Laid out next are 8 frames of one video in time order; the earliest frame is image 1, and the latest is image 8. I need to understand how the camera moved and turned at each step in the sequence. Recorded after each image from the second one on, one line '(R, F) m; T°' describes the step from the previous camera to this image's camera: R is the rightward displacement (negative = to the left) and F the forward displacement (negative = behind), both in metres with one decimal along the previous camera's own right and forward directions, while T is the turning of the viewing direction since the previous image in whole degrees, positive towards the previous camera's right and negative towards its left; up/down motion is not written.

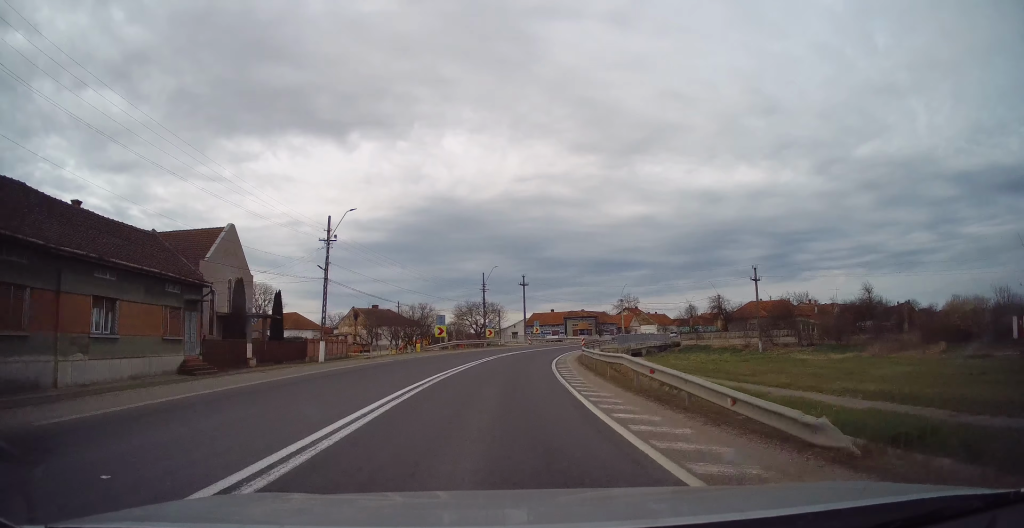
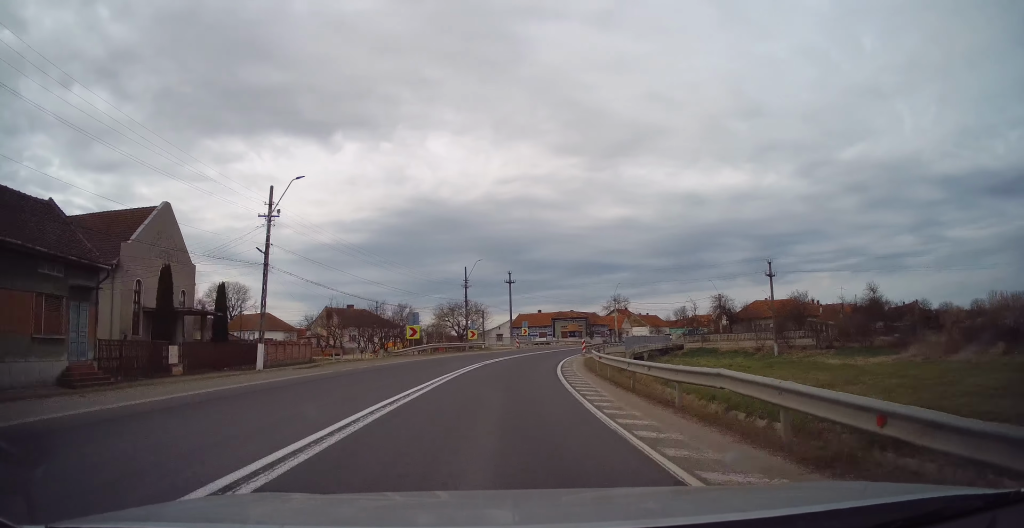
(0.0, +7.7) m; +1°
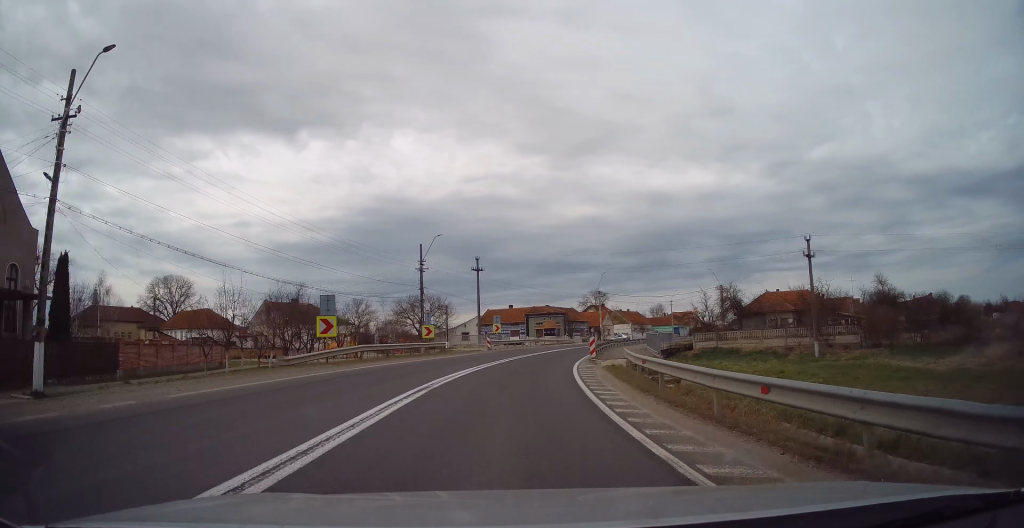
(+0.2, +13.8) m; +3°
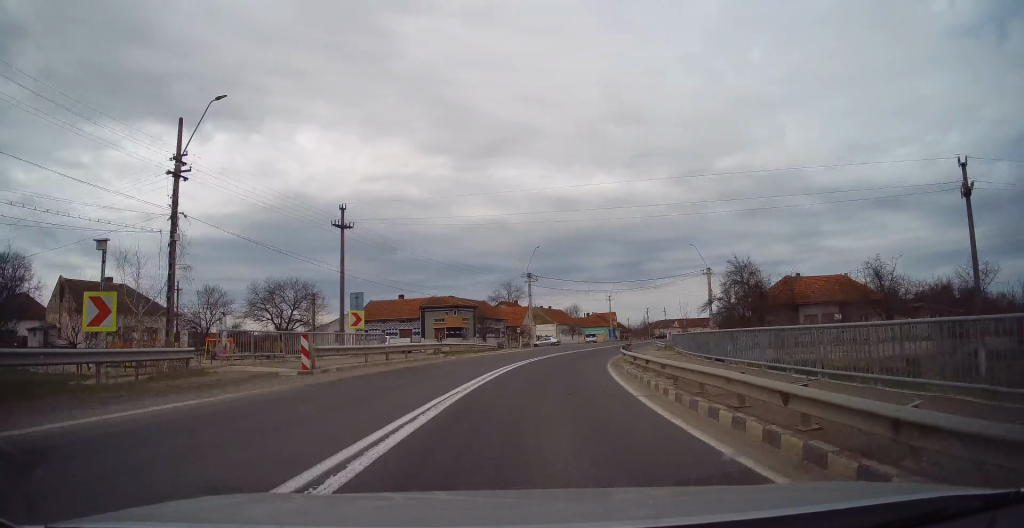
(+2.2, +26.9) m; +11°
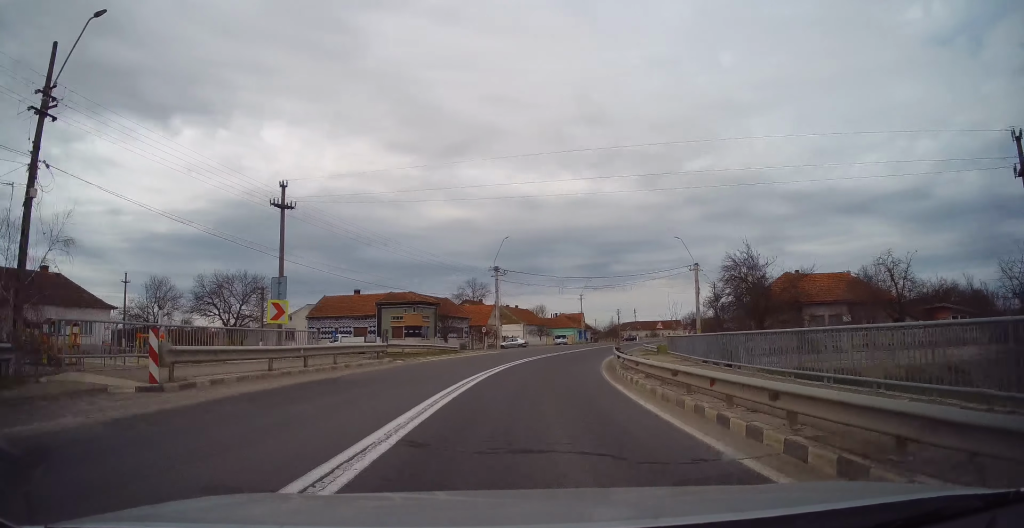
(+0.3, +5.7) m; +3°
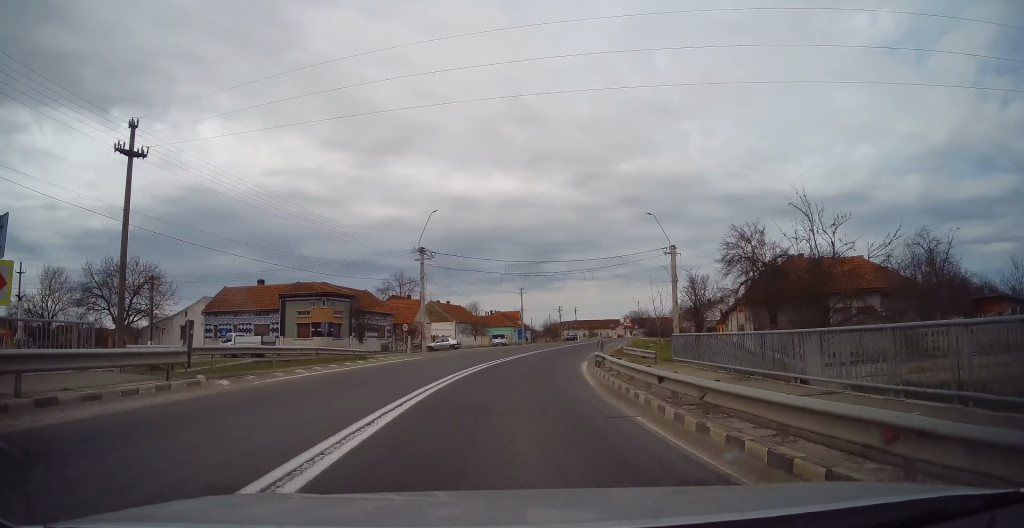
(+0.6, +10.8) m; +6°
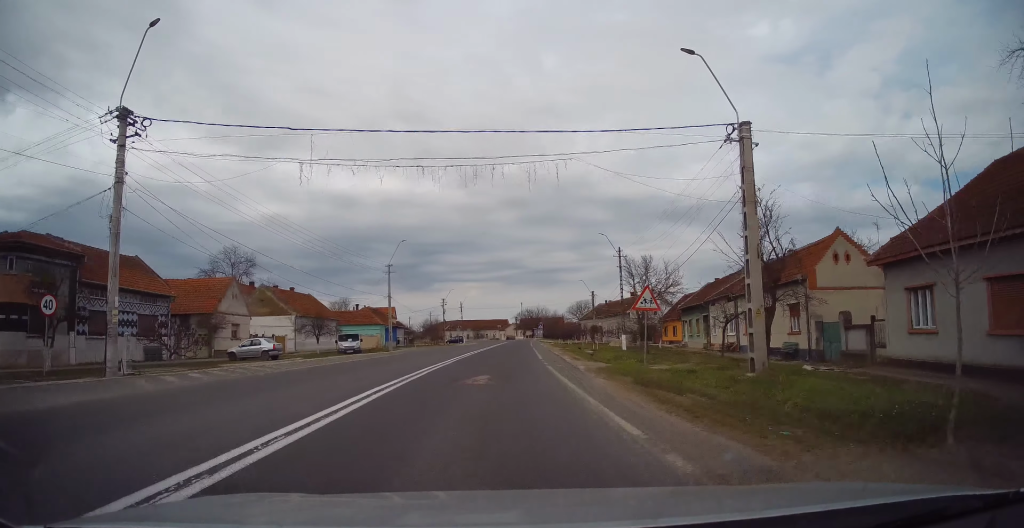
(+3.3, +26.7) m; +13°
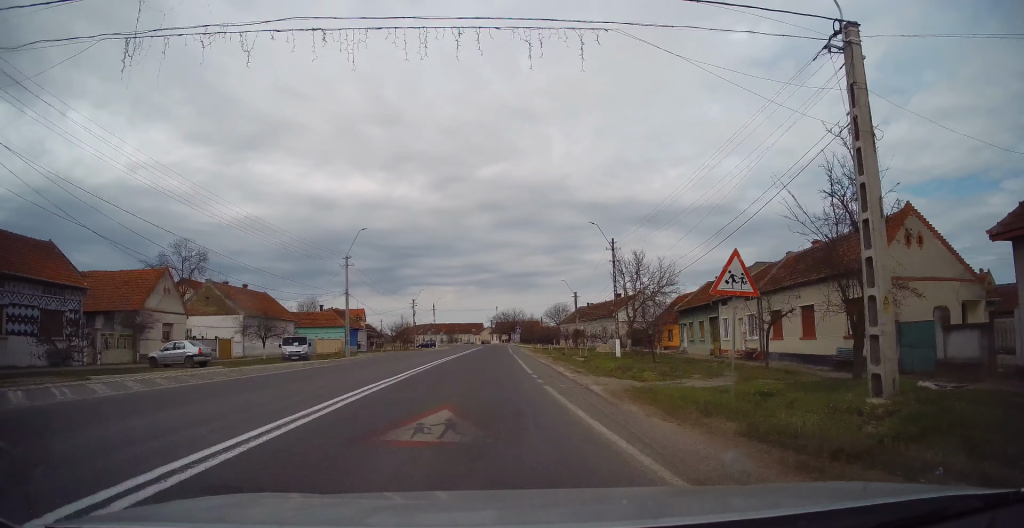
(+0.4, +7.5) m; +4°
